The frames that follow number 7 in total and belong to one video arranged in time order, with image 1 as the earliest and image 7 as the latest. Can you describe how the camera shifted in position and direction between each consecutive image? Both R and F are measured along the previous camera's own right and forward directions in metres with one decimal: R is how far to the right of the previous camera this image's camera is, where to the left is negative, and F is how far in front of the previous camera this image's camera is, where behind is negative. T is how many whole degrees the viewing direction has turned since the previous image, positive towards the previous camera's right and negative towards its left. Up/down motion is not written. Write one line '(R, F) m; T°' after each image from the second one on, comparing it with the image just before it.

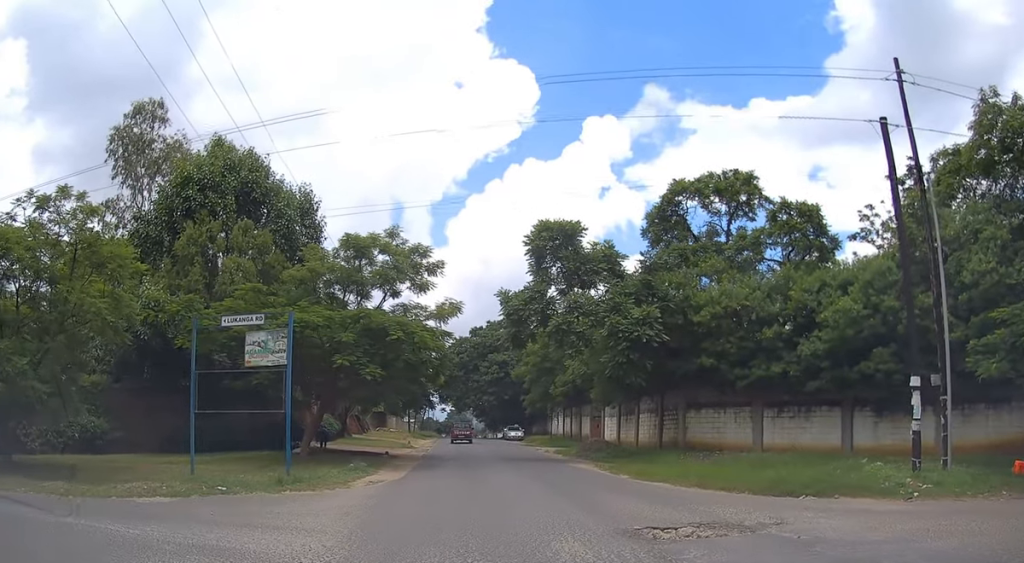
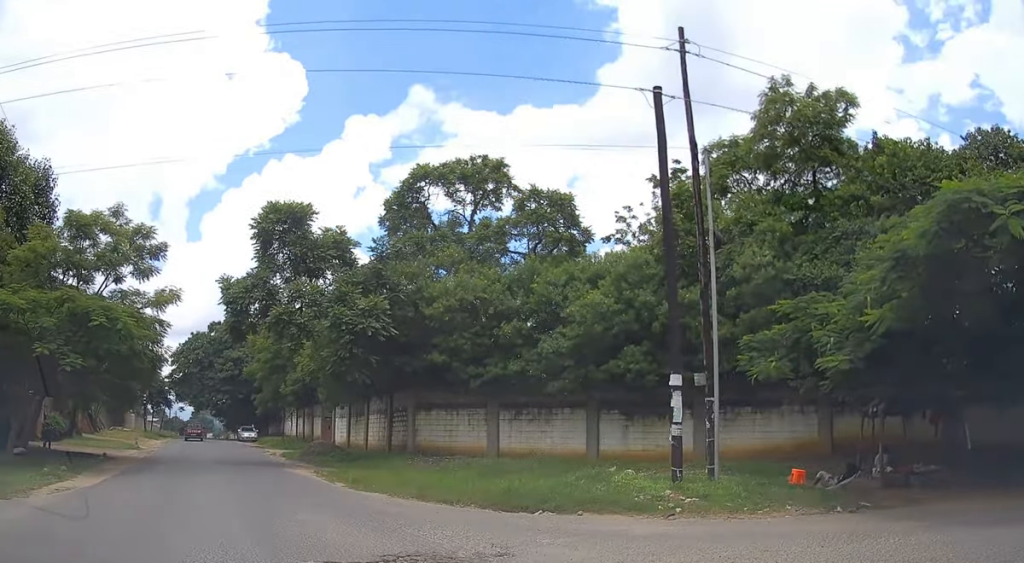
(+0.3, +1.8) m; +27°
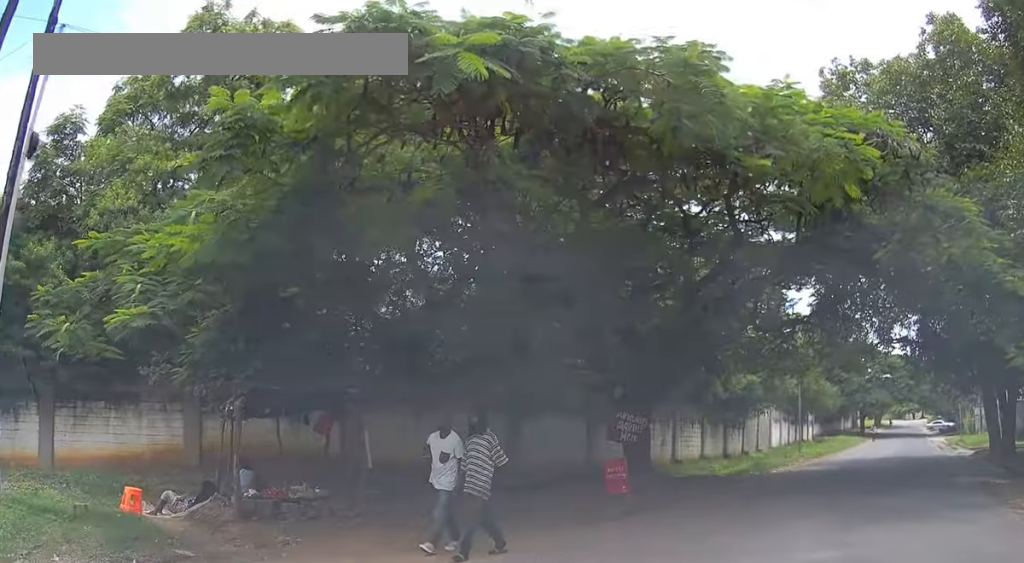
(+1.5, +4.0) m; +34°
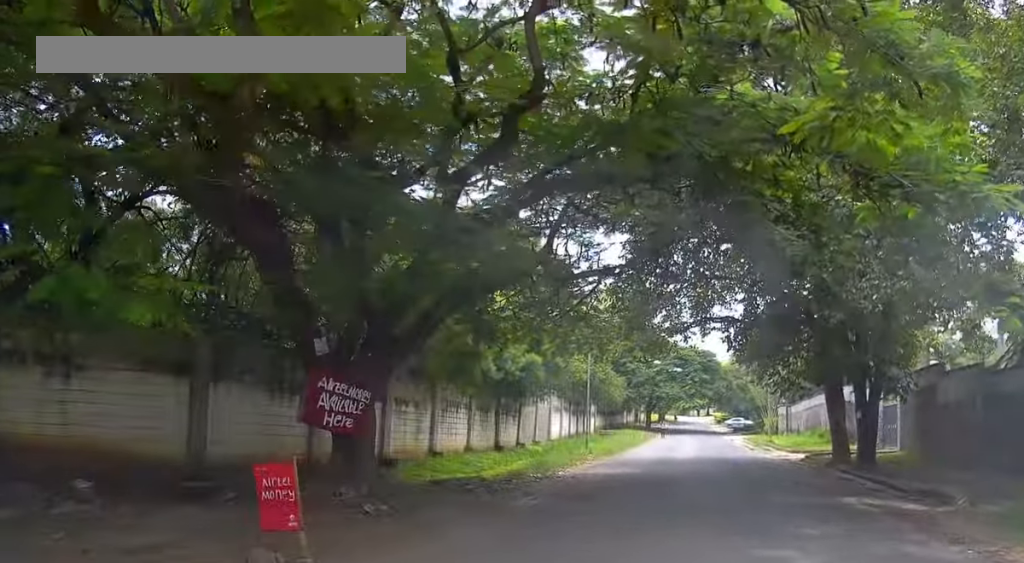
(+1.0, +5.2) m; +19°
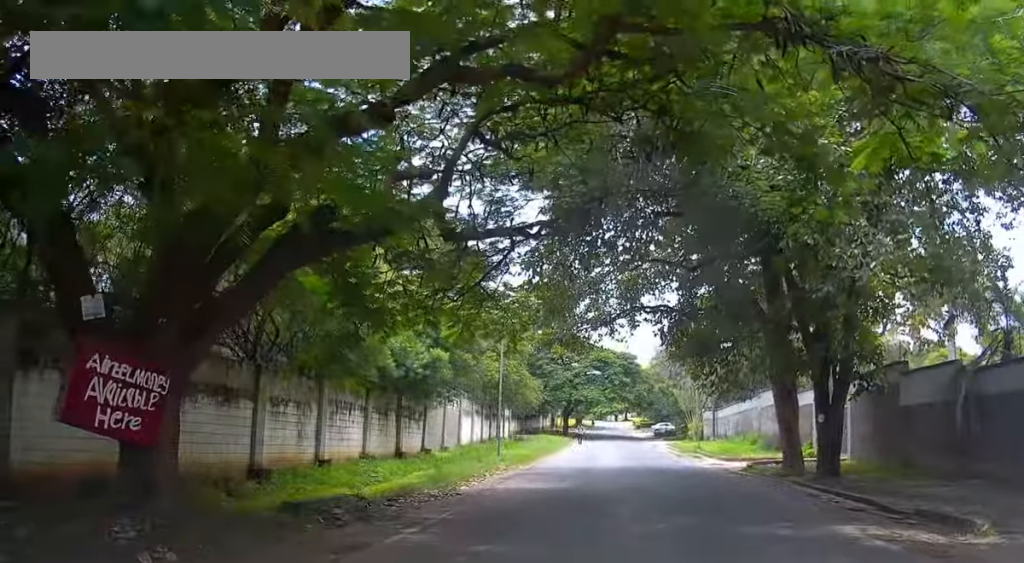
(+0.2, +2.9) m; +4°
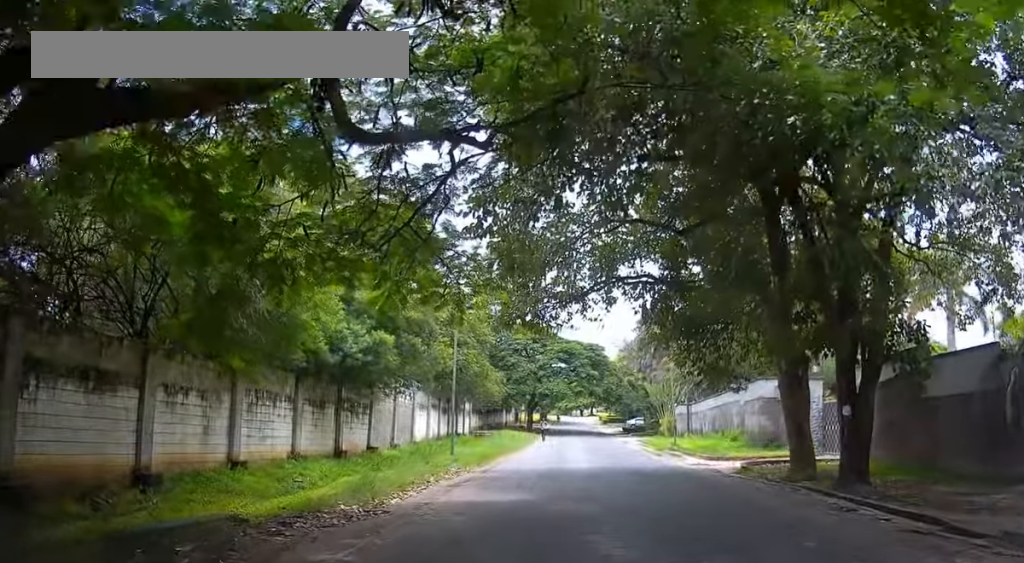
(+0.1, +3.1) m; +3°
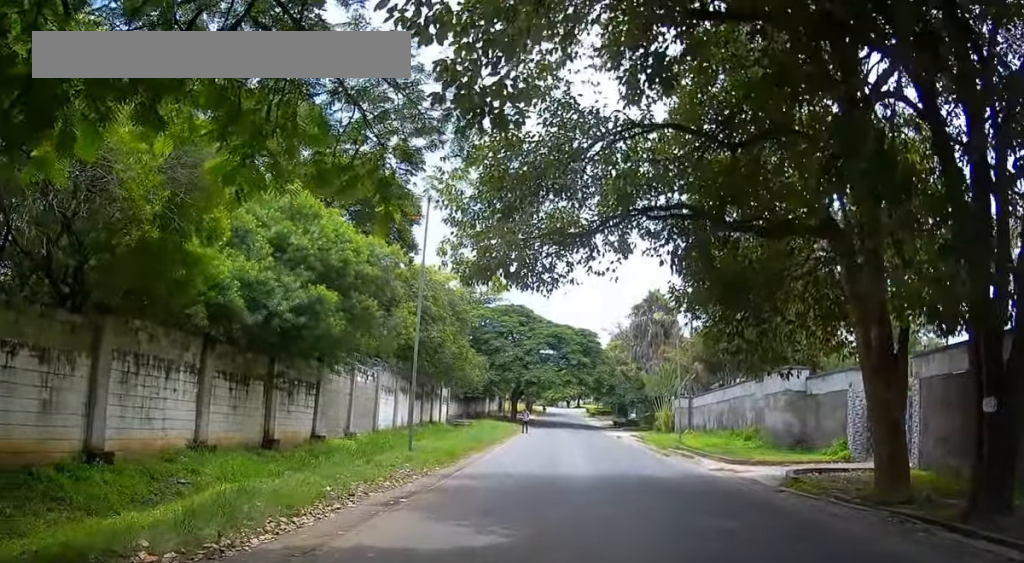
(0.0, +4.7) m; +3°
